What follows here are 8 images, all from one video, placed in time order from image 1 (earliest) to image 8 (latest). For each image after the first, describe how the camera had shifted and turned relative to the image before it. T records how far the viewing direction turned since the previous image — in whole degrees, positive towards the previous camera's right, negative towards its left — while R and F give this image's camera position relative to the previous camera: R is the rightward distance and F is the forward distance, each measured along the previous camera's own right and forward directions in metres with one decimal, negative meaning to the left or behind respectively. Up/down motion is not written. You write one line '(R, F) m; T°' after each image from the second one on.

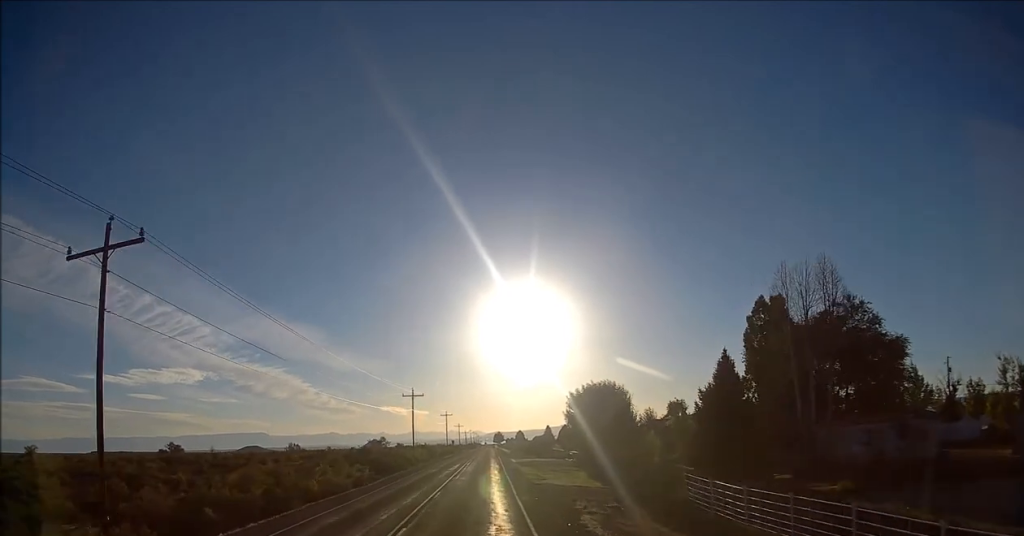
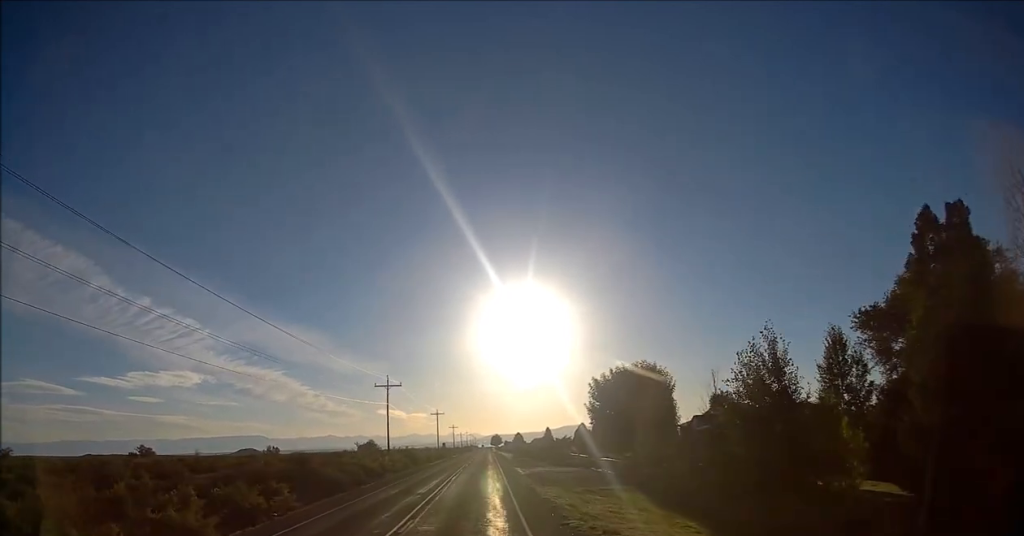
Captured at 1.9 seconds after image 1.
(0.0, +22.6) m; 0°
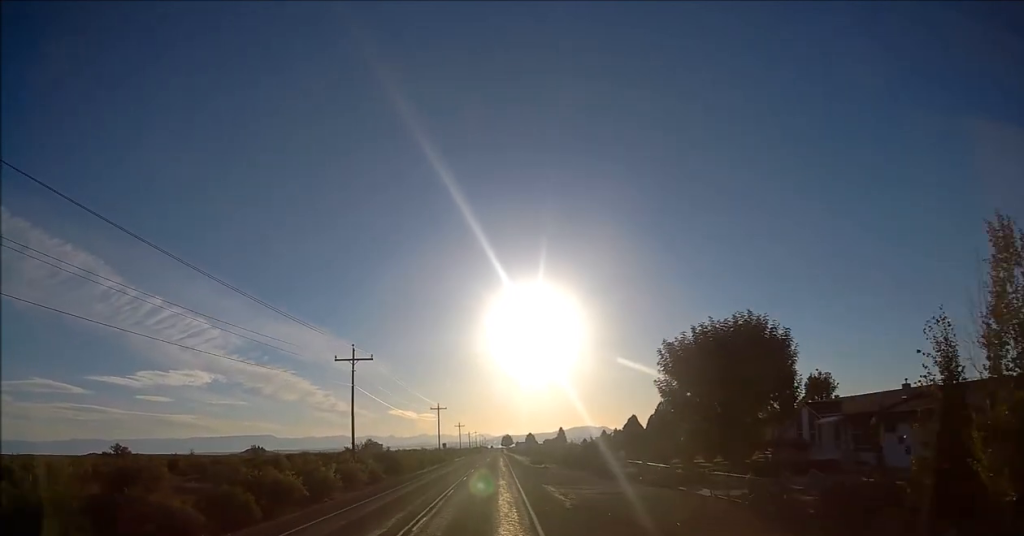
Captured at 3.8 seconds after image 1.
(0.0, +24.0) m; -1°
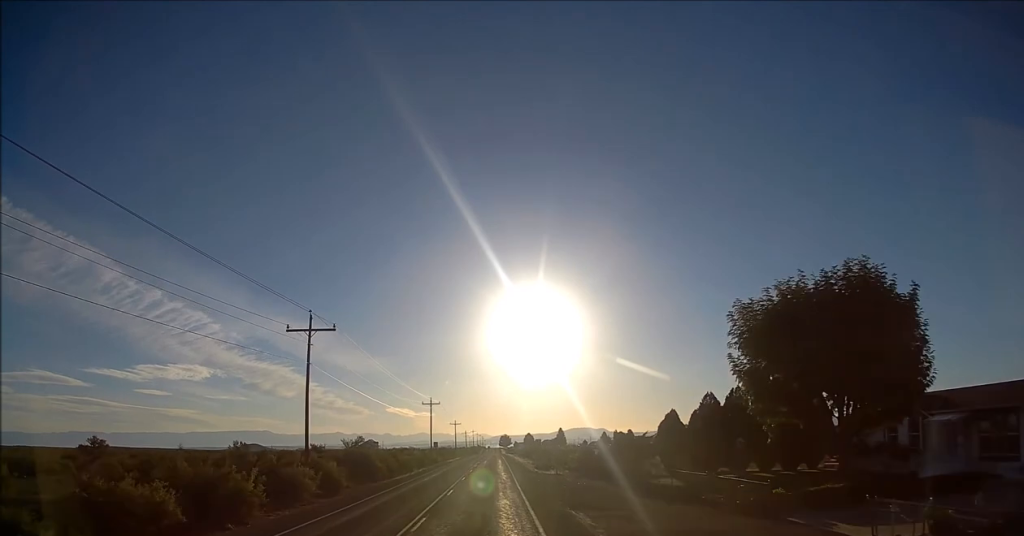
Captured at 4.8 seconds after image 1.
(-0.3, +12.6) m; 0°
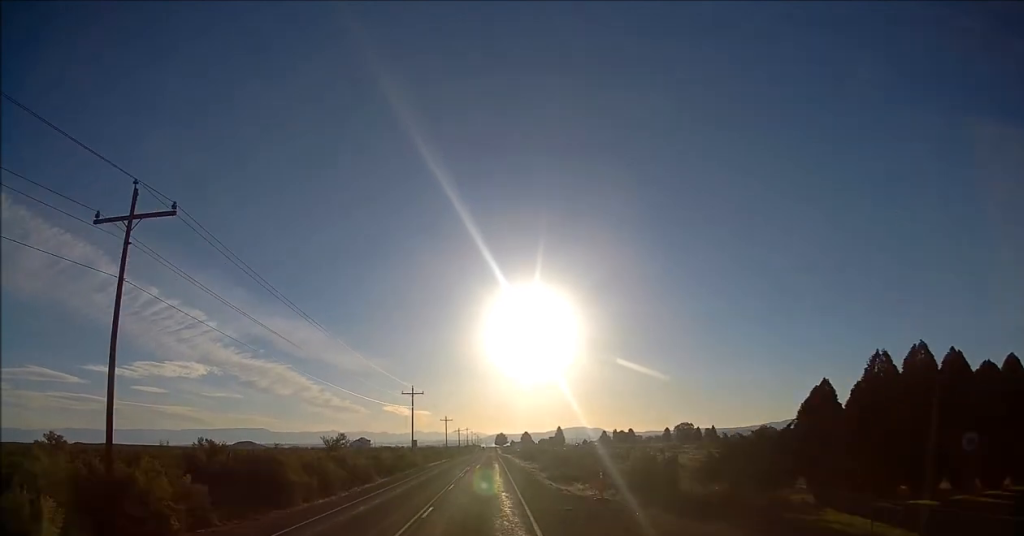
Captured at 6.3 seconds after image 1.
(+0.3, +22.3) m; +1°
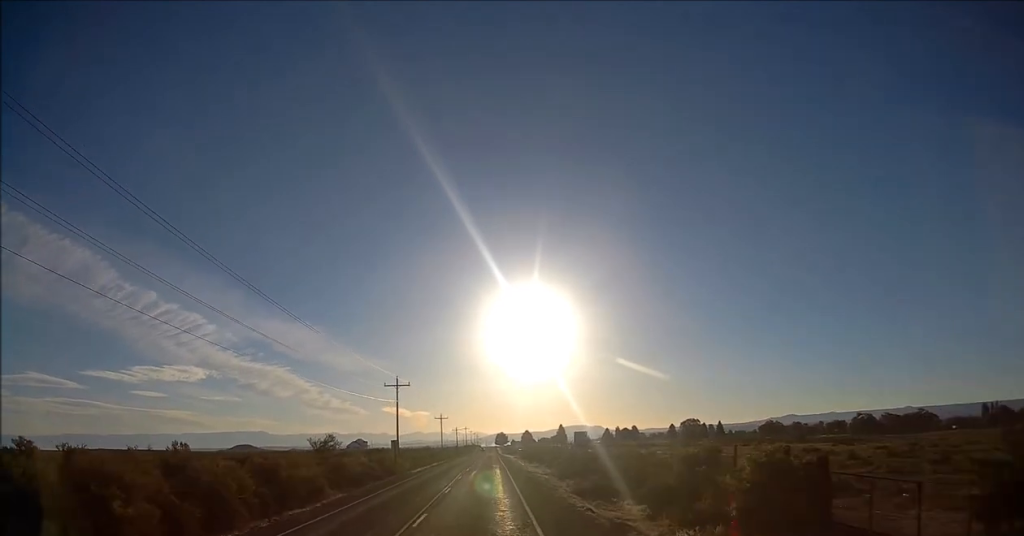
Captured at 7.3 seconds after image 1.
(0.0, +14.5) m; 0°
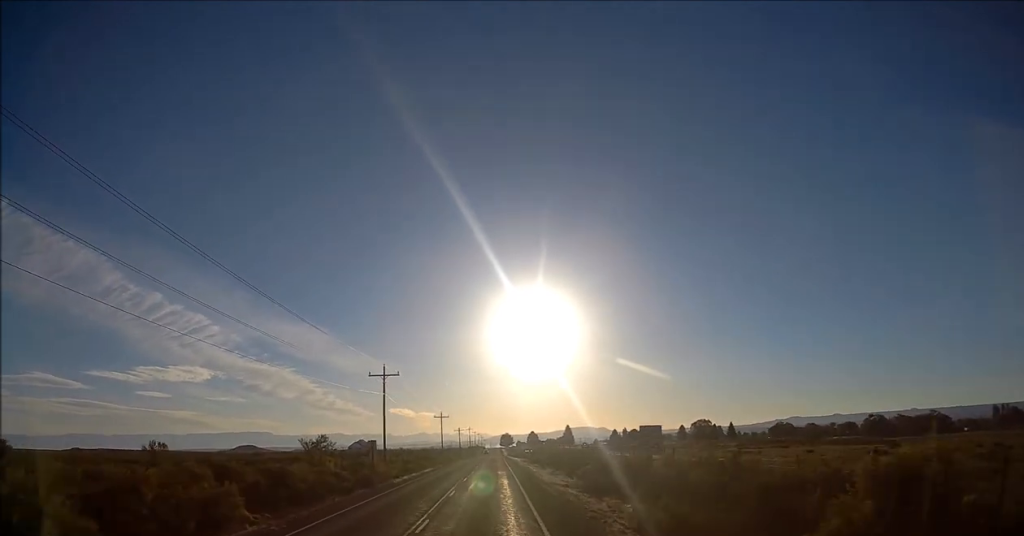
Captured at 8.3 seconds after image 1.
(0.0, +12.7) m; 0°
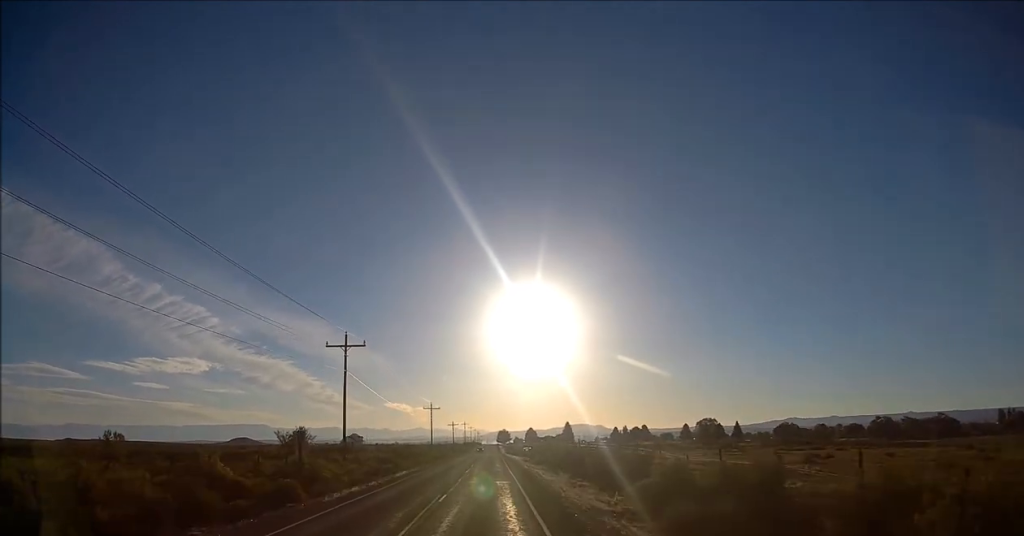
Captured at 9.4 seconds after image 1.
(0.0, +16.7) m; 0°
